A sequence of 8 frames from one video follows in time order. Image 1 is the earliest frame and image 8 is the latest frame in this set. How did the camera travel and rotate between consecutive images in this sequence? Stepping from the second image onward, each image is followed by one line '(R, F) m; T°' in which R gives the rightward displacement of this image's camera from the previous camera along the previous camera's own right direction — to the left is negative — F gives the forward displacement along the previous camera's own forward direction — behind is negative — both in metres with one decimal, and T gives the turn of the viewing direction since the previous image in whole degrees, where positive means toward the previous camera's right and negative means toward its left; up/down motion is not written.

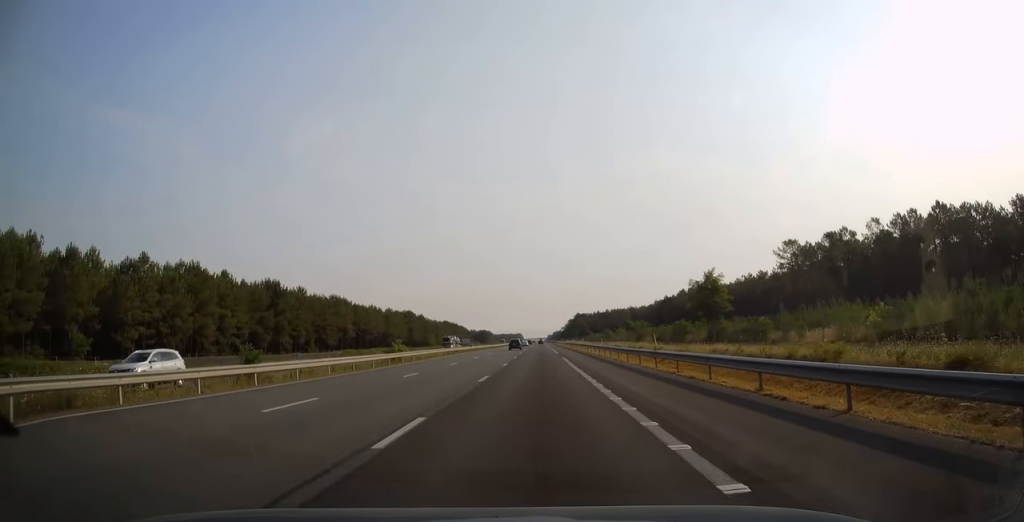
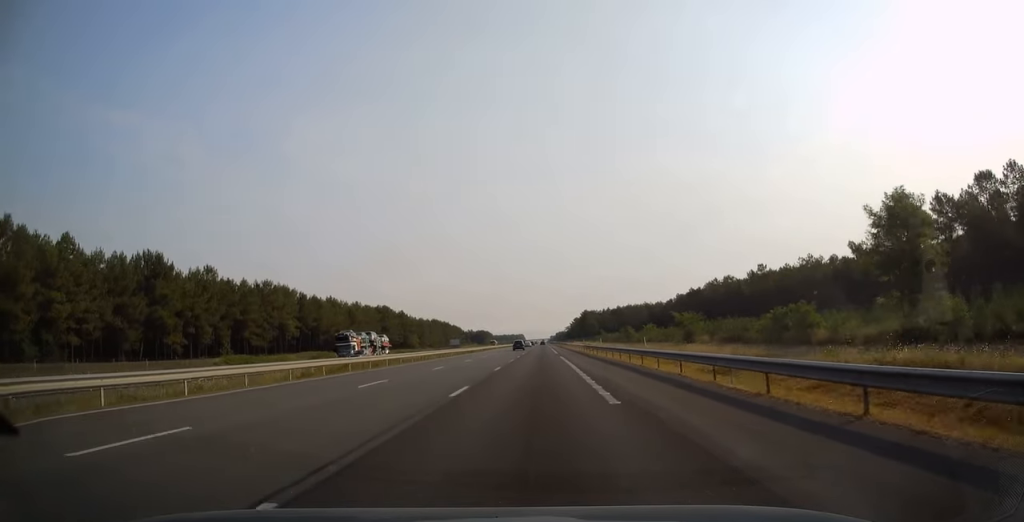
(+0.1, +44.8) m; 0°
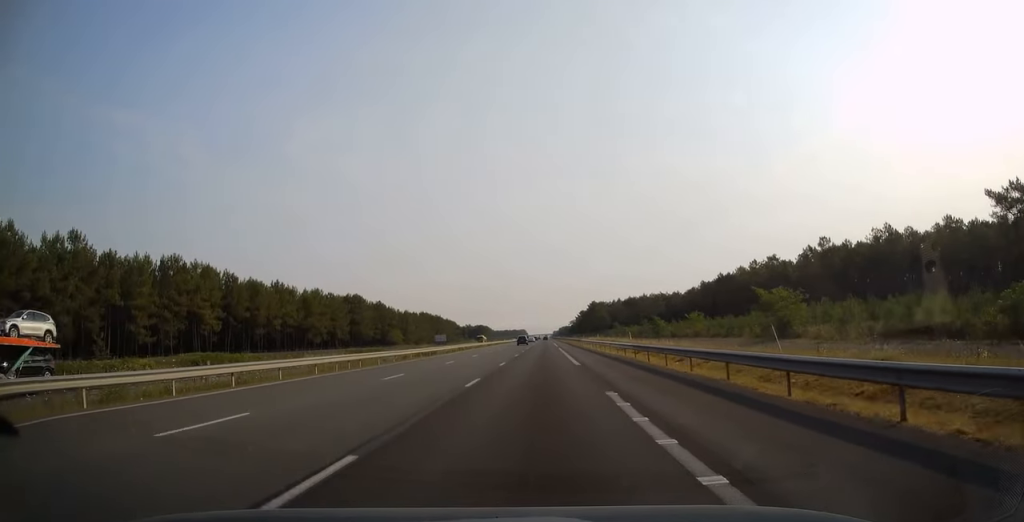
(-0.2, +36.9) m; 0°
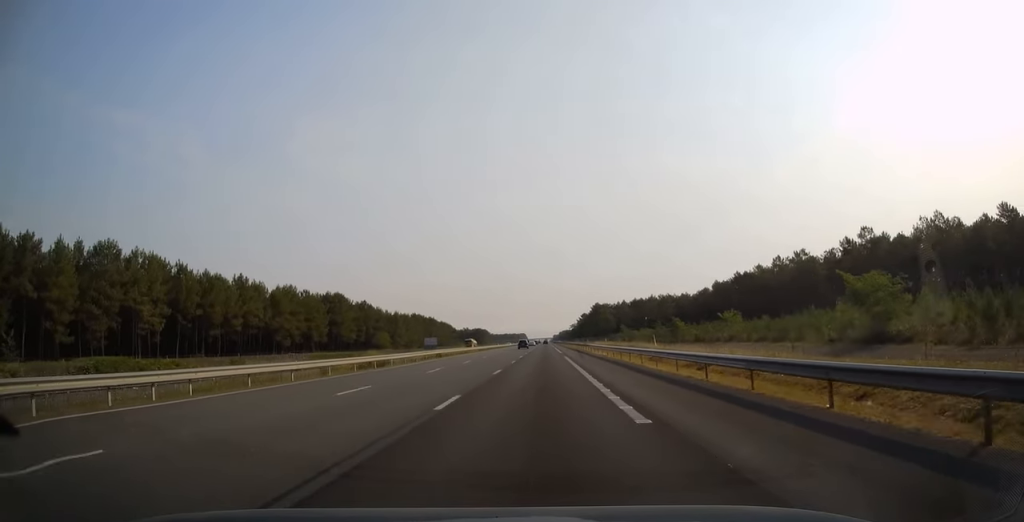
(-0.2, +17.8) m; 0°
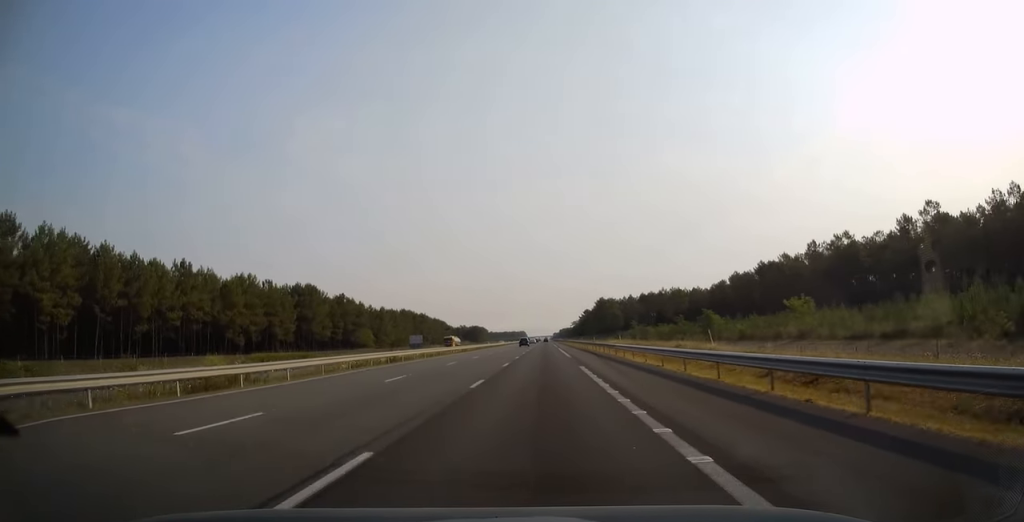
(+0.1, +21.2) m; 0°
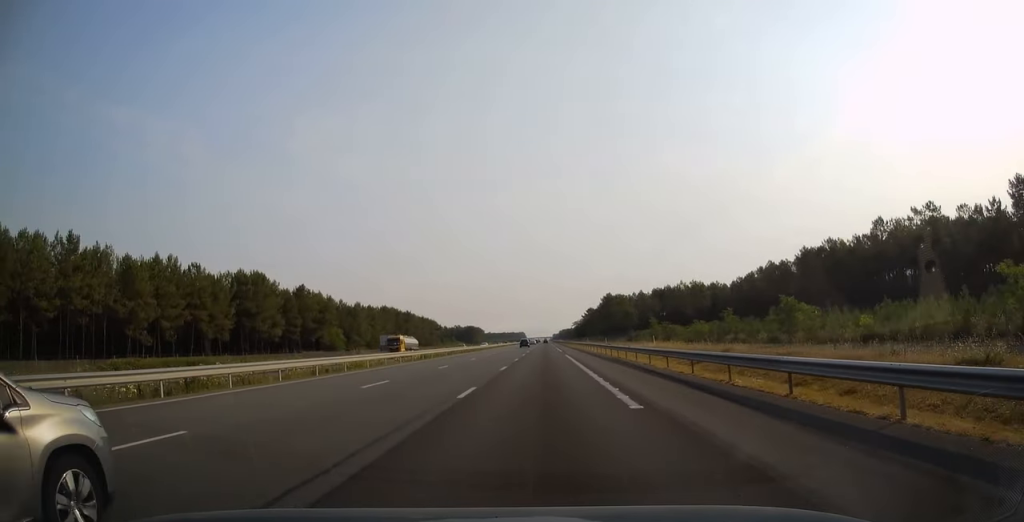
(0.0, +29.1) m; 0°
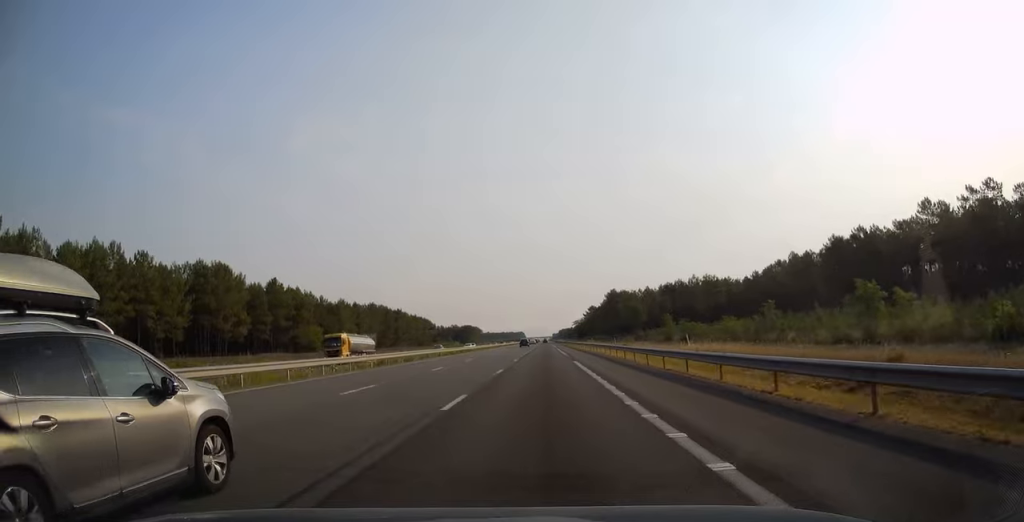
(-0.1, +15.3) m; 0°
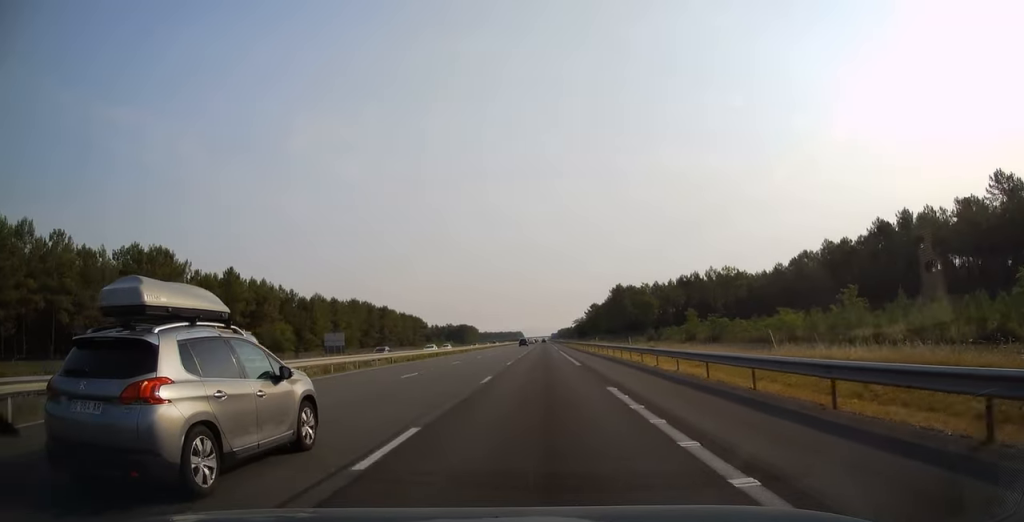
(+0.1, +18.7) m; 0°
